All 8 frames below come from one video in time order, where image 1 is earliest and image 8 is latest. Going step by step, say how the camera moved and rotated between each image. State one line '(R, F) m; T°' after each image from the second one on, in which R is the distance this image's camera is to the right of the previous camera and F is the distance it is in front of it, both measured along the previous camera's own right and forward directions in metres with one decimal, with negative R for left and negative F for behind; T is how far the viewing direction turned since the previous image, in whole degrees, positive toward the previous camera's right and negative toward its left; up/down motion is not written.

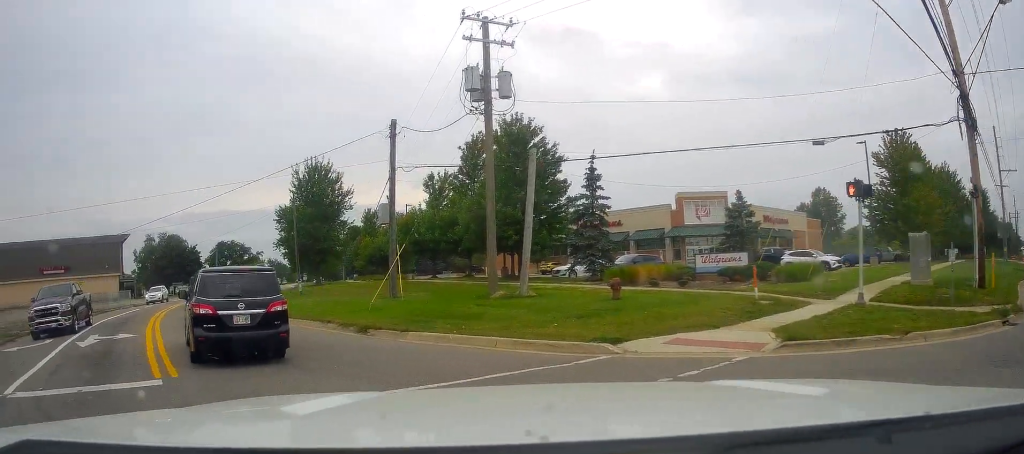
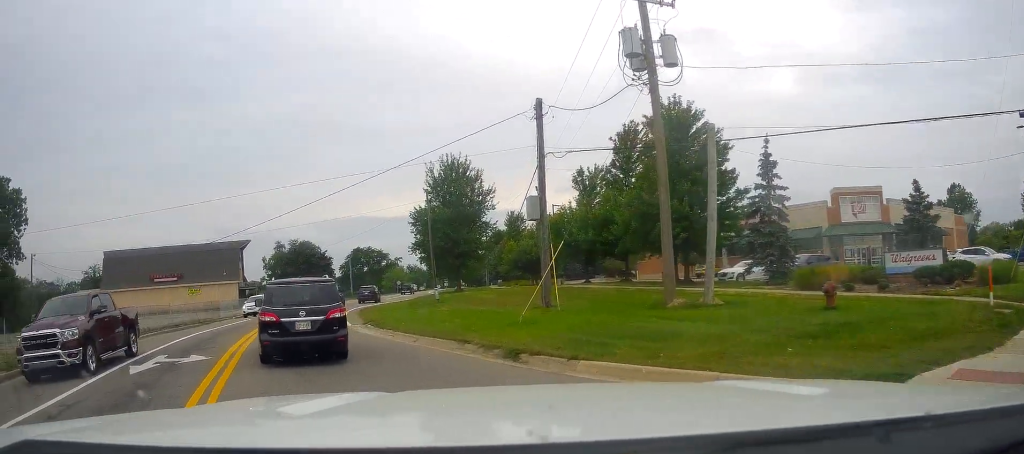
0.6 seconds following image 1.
(-0.3, +4.4) m; -12°
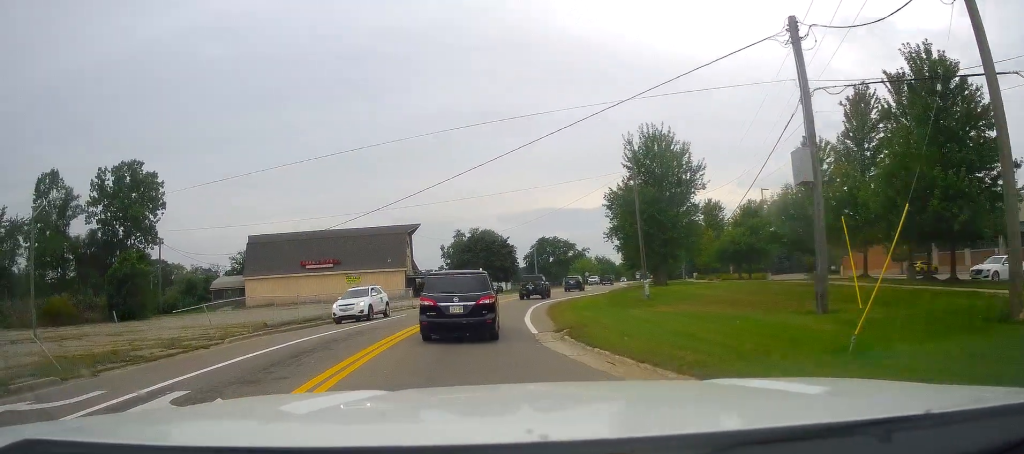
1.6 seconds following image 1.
(-1.5, +7.4) m; -20°
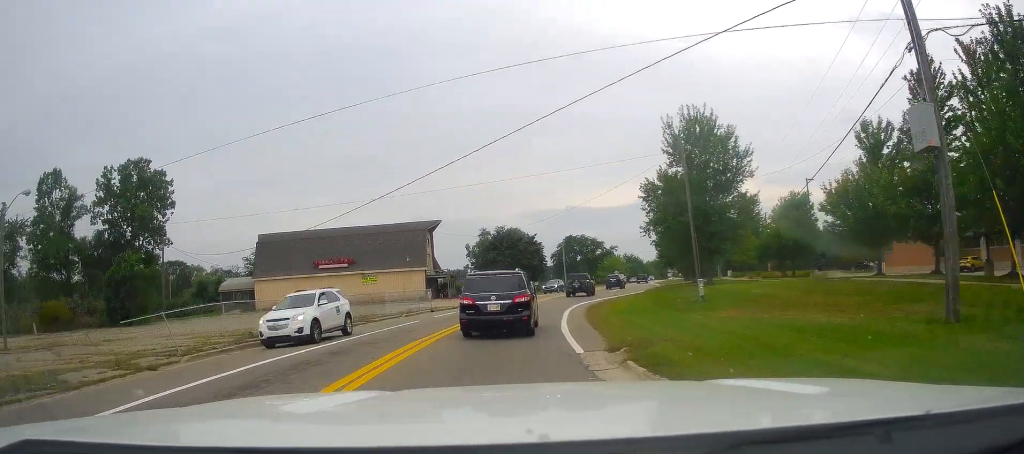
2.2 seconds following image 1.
(-0.3, +3.9) m; -10°
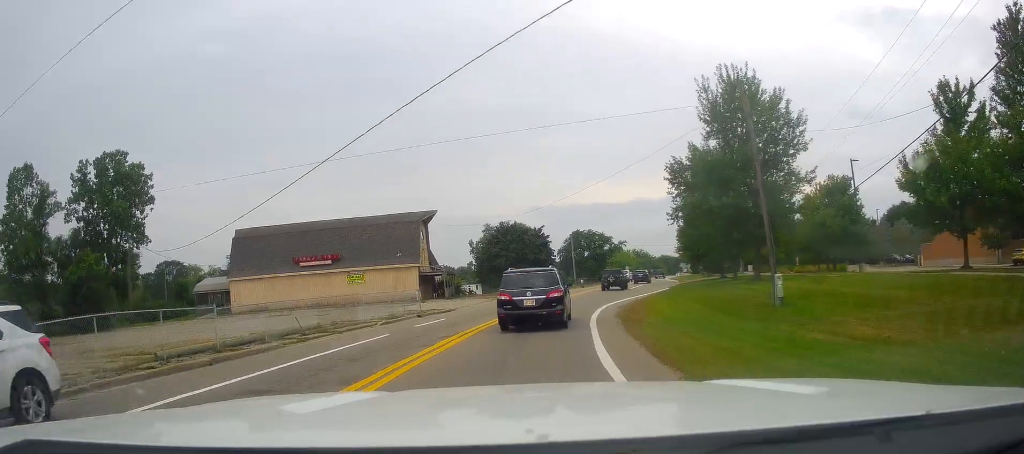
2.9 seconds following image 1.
(-0.8, +6.0) m; -11°
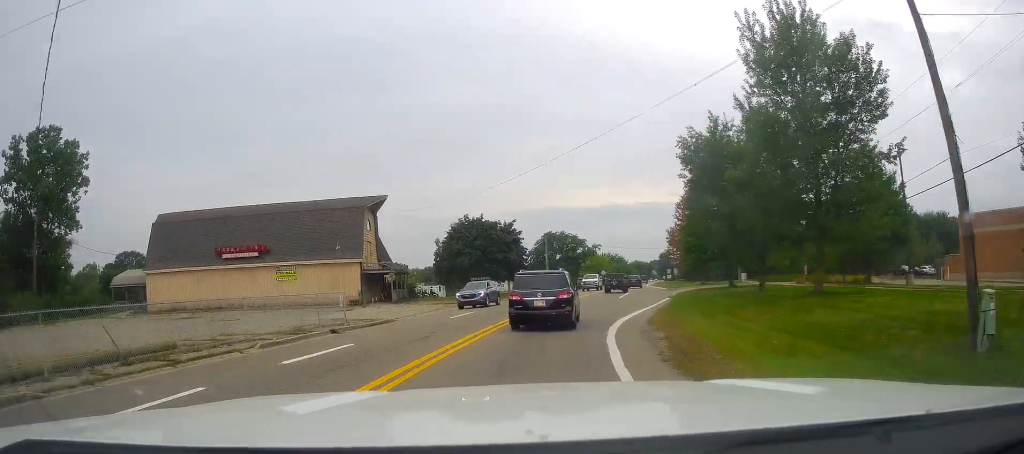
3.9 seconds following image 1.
(-0.9, +8.2) m; -8°
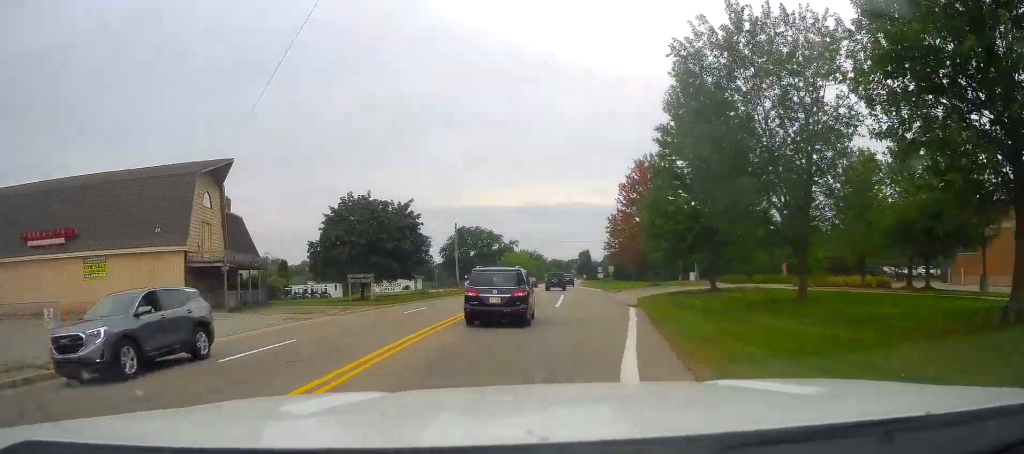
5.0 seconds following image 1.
(-0.4, +12.2) m; +1°
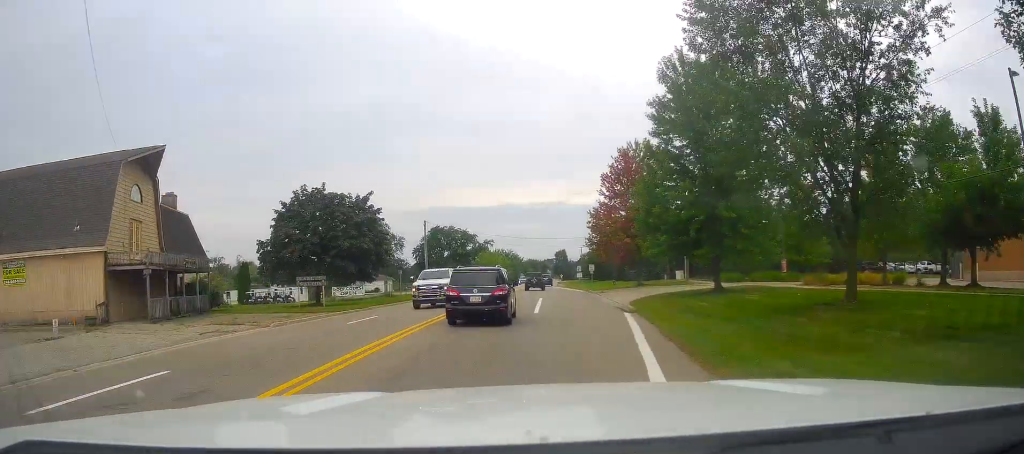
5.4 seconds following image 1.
(-0.3, +4.4) m; +2°
